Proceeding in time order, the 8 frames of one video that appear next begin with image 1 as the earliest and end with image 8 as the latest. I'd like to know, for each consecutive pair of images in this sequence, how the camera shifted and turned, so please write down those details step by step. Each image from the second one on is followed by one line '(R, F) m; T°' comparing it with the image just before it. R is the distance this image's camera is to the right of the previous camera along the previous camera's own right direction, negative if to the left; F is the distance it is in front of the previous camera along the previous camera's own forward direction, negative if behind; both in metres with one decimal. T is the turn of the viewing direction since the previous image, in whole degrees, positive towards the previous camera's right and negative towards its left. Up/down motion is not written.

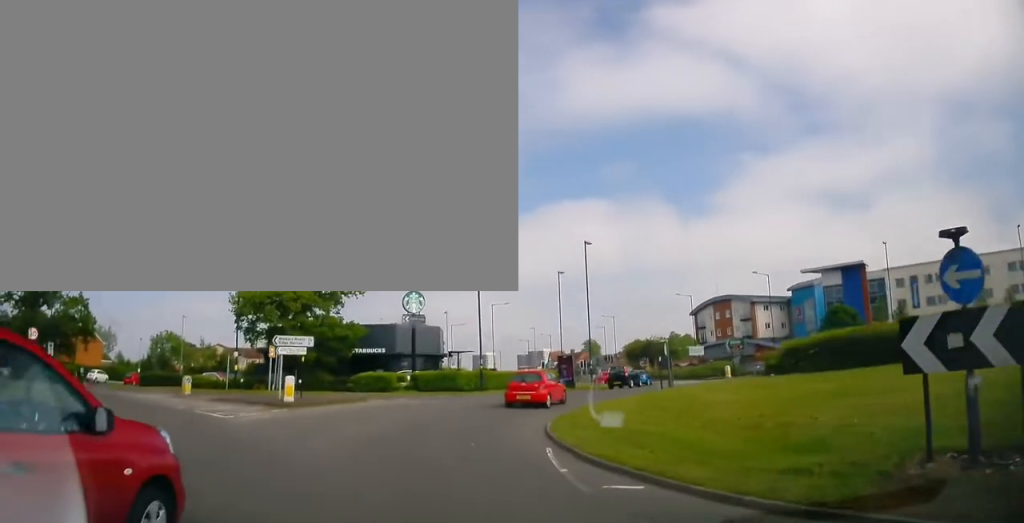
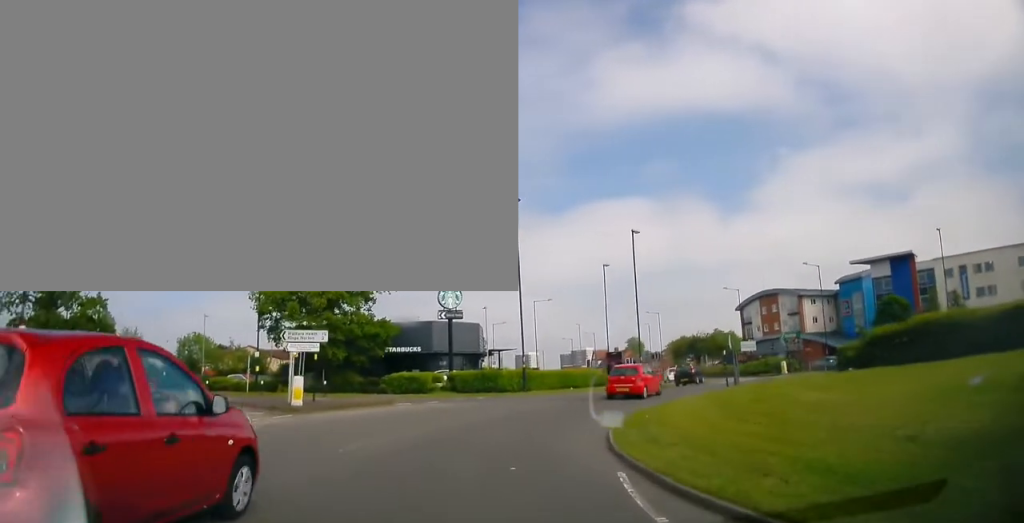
(0.0, +3.4) m; -3°
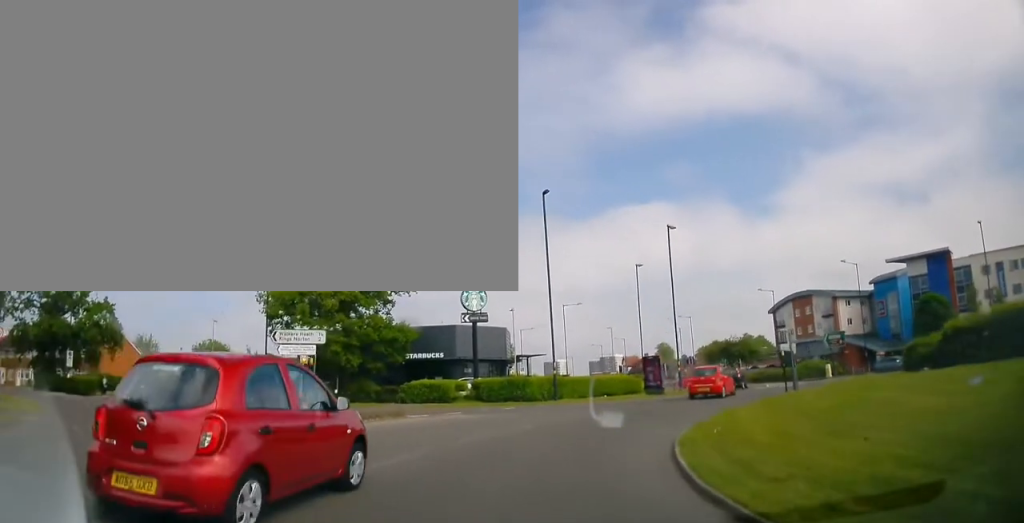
(-0.1, +3.2) m; -2°
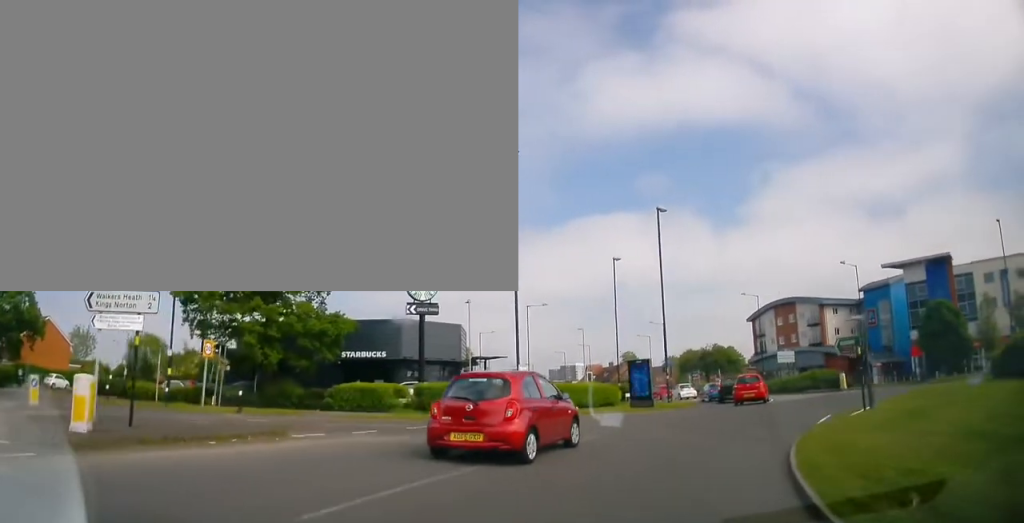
(-0.1, +7.0) m; +6°
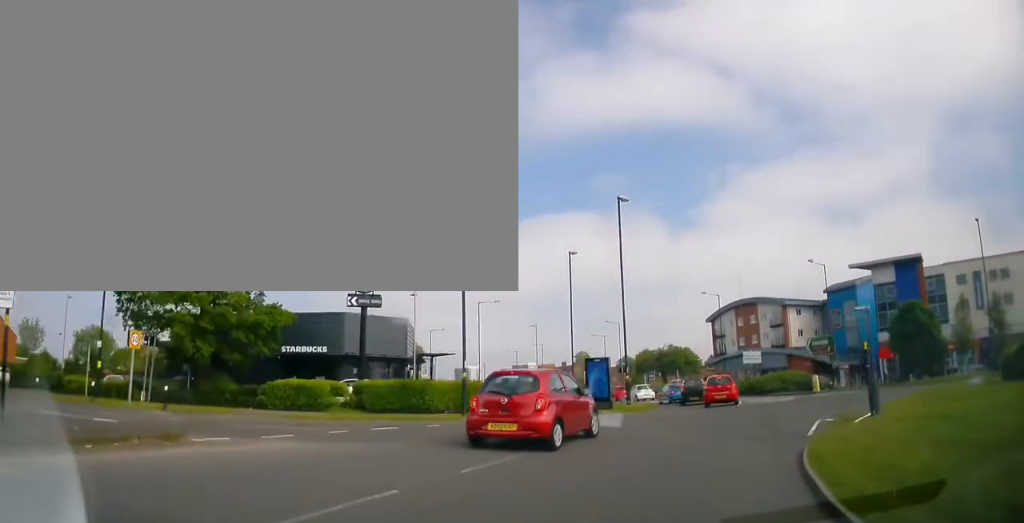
(+0.1, +2.2) m; +4°
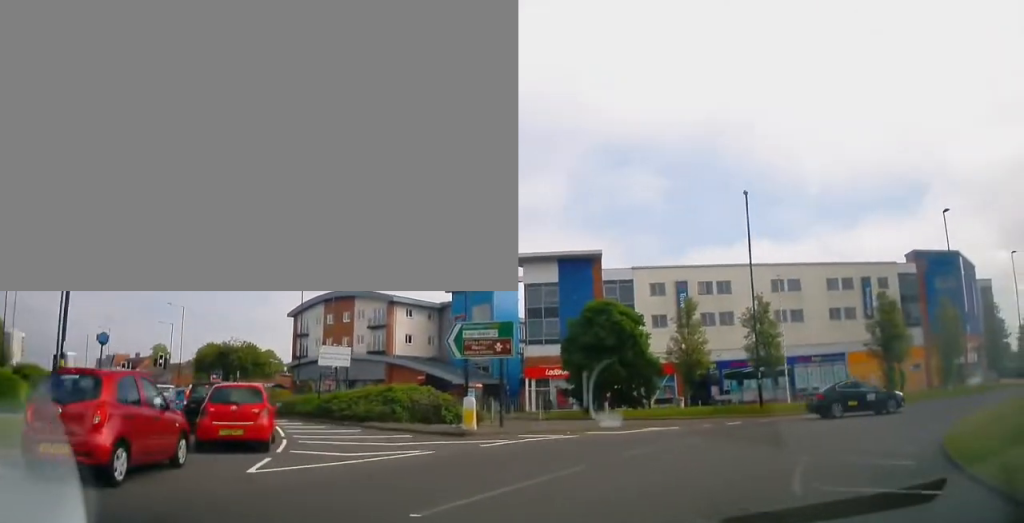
(+6.1, +17.9) m; +39°
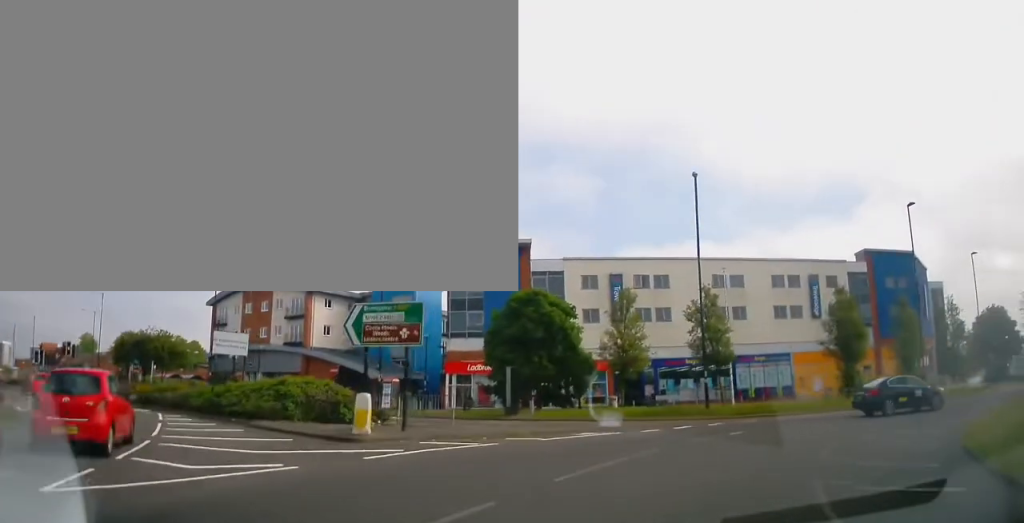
(+0.1, +3.2) m; +5°
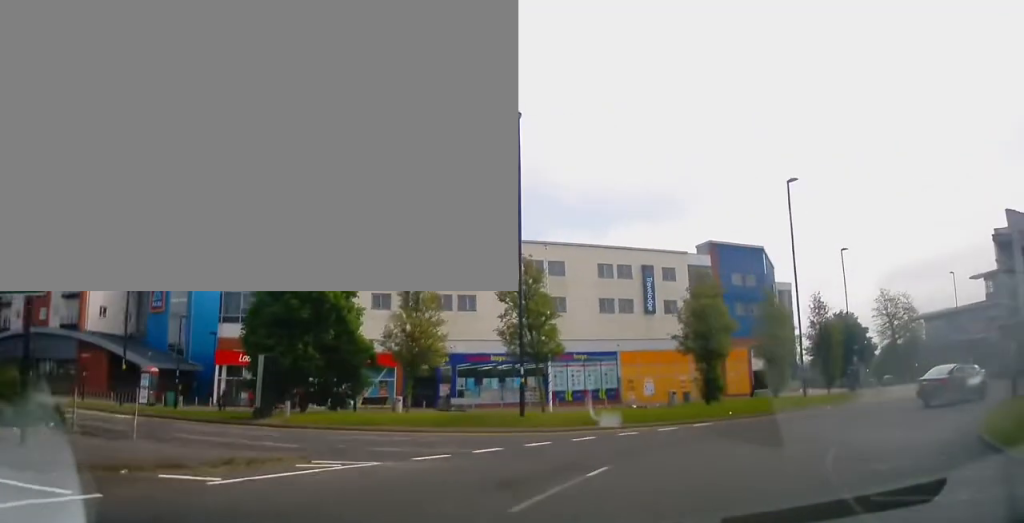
(+0.7, +7.2) m; +18°
